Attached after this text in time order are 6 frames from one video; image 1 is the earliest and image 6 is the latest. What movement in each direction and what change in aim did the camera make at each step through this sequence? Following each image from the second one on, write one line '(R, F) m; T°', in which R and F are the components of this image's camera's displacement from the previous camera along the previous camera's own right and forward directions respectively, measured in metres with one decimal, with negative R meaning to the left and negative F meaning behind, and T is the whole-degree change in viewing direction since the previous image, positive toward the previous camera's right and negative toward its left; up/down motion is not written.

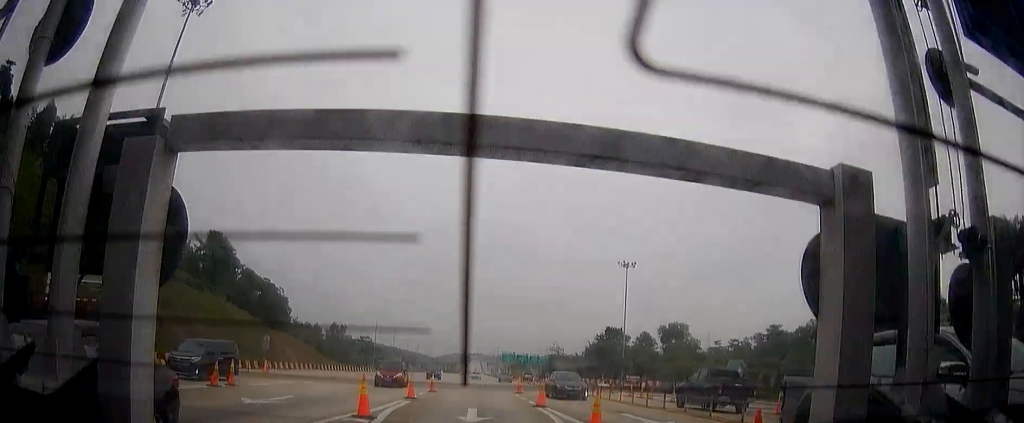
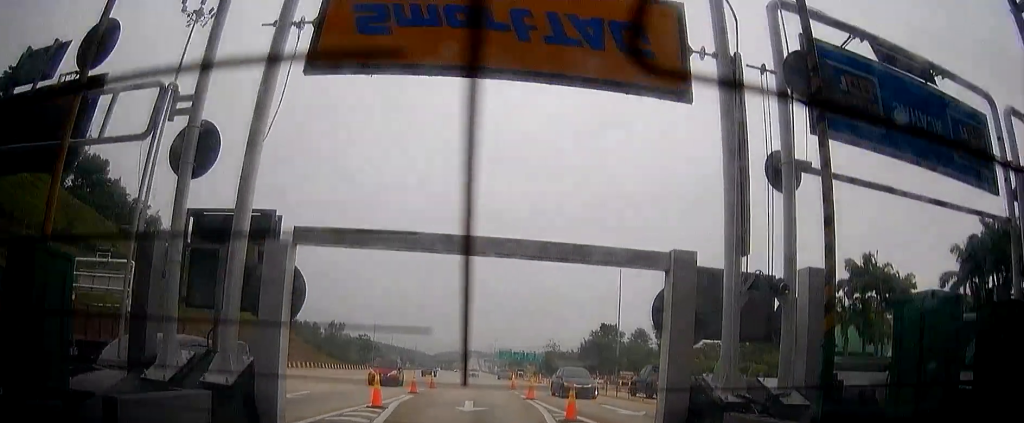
(0.0, +2.2) m; -1°
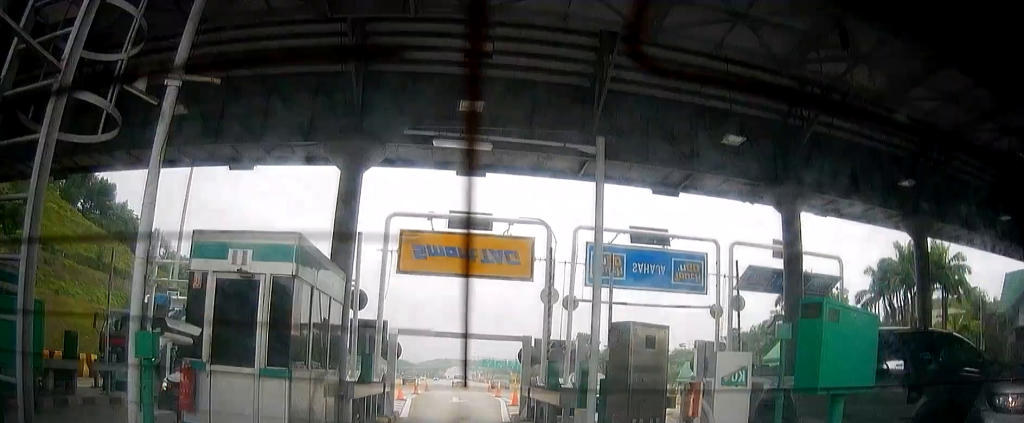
(-0.1, +8.2) m; +1°
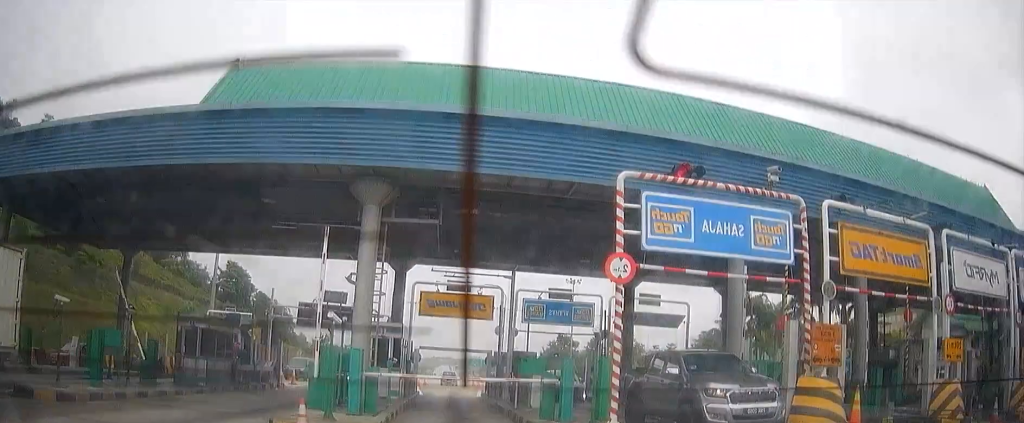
(+0.1, +11.6) m; -2°
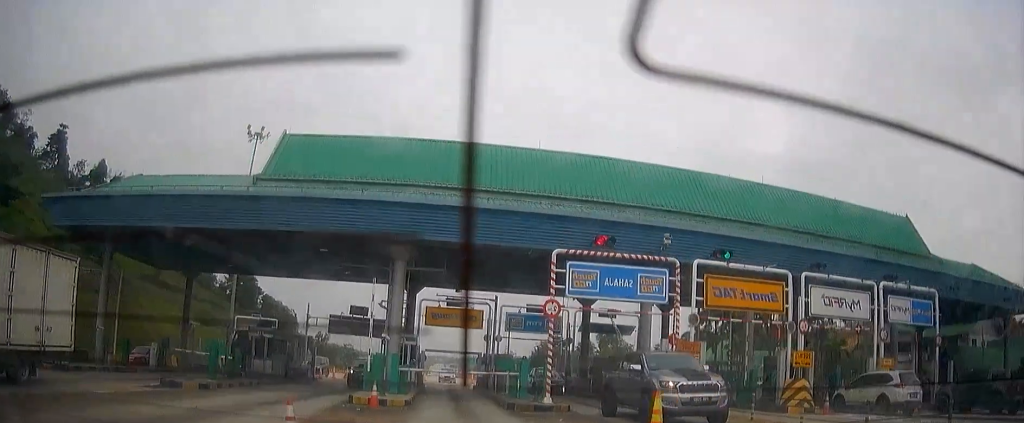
(-0.2, +8.0) m; -1°
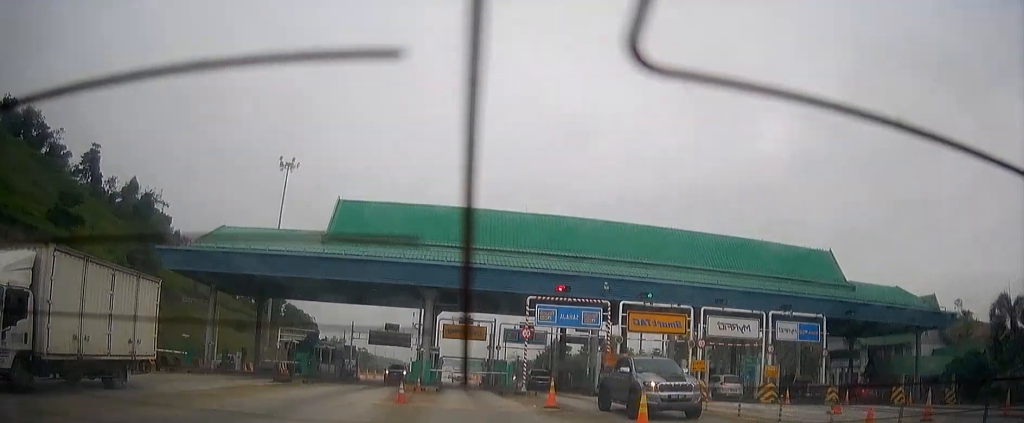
(+0.1, +12.2) m; 0°
